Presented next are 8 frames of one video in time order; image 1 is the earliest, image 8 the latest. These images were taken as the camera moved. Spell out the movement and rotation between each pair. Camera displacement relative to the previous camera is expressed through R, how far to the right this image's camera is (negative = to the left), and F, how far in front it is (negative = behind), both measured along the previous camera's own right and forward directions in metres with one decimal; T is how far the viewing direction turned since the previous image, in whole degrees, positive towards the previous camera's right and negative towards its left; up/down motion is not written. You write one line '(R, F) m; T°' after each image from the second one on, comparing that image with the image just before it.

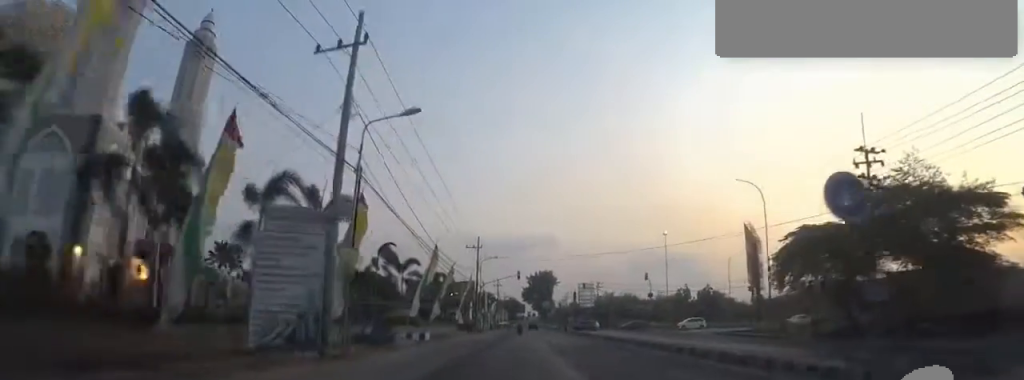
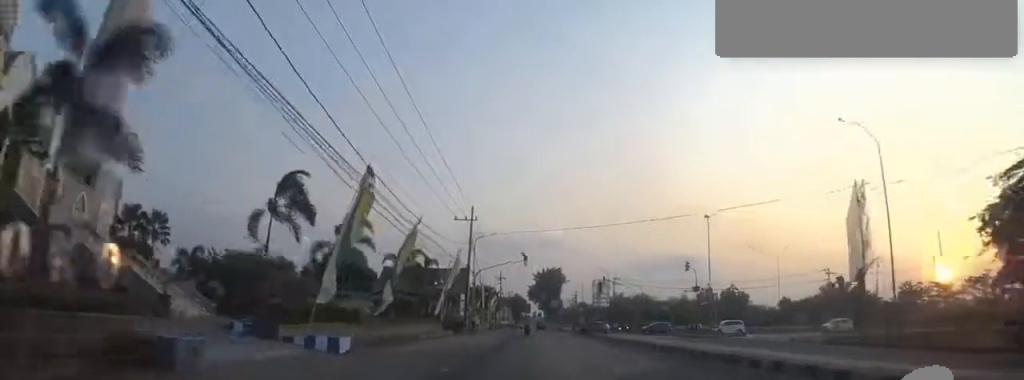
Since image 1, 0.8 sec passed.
(+0.1, +14.0) m; -2°
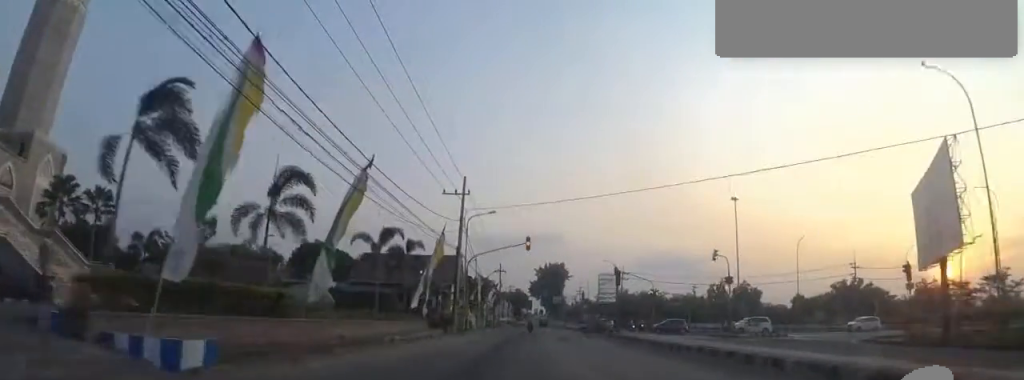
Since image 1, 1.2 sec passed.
(-0.3, +6.8) m; 0°
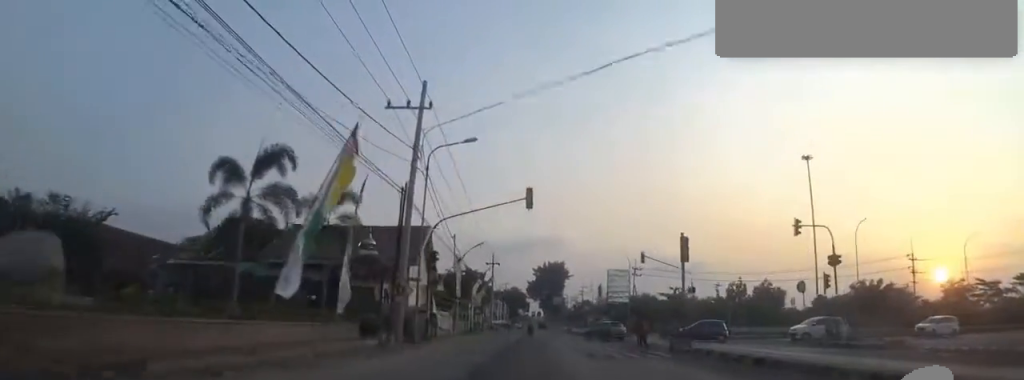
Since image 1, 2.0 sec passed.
(-0.2, +14.1) m; +1°
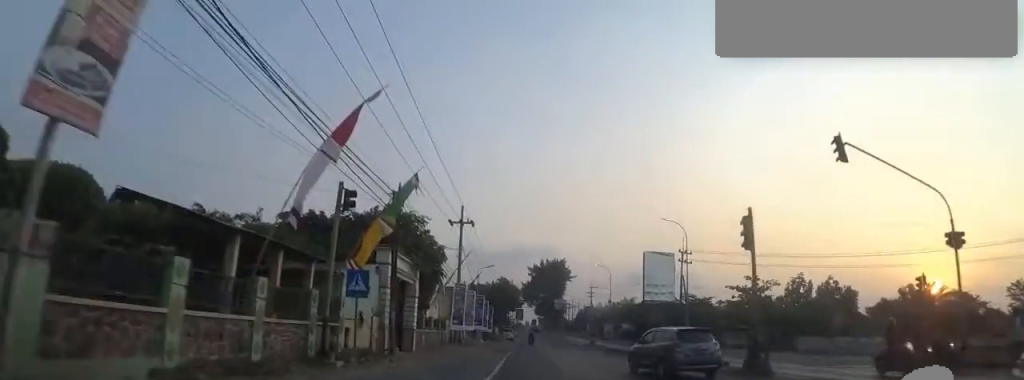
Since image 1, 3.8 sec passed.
(+1.2, +30.3) m; +2°
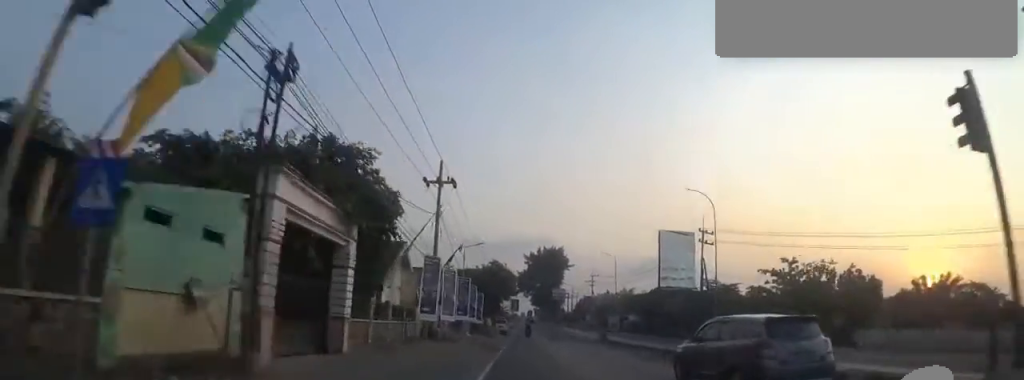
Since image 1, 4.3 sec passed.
(-0.1, +8.6) m; 0°
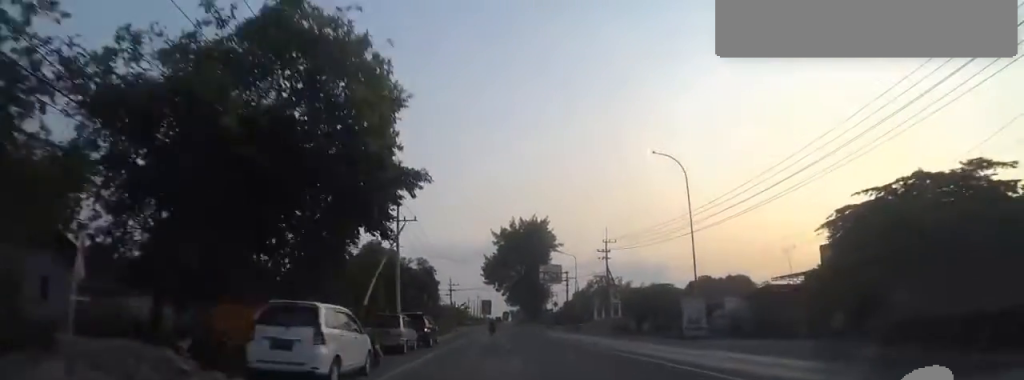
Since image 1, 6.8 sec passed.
(+0.2, +45.2) m; +2°
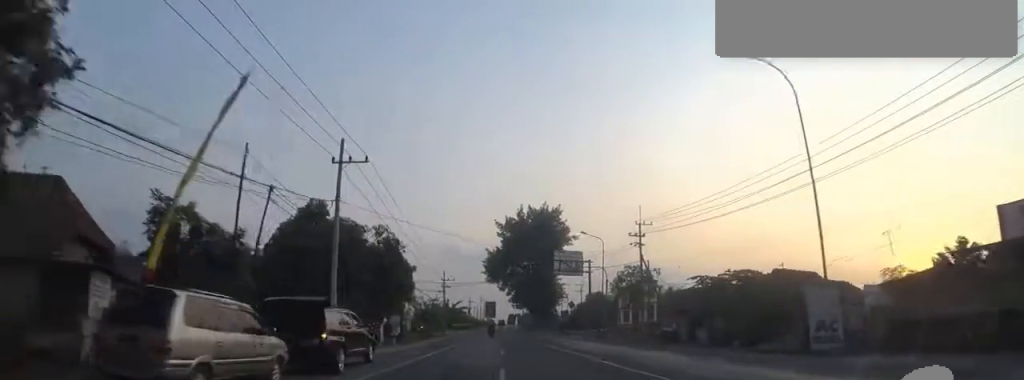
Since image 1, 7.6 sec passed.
(+1.0, +14.1) m; -2°
